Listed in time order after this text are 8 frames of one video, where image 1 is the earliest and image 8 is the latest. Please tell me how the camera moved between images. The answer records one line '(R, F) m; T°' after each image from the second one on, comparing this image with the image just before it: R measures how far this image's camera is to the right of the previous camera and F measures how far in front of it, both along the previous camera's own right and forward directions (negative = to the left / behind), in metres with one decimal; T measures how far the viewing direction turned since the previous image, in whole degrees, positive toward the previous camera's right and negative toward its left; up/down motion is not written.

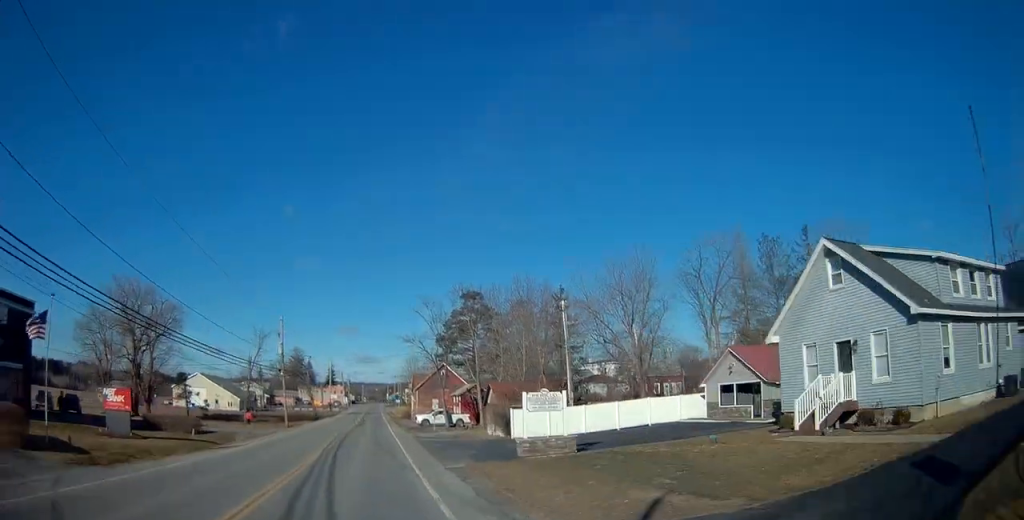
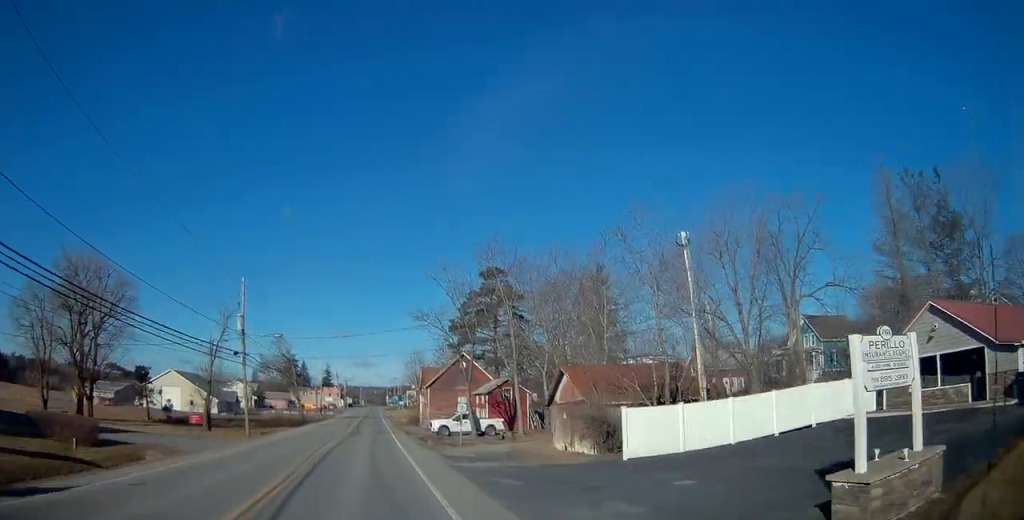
(0.0, +16.7) m; 0°
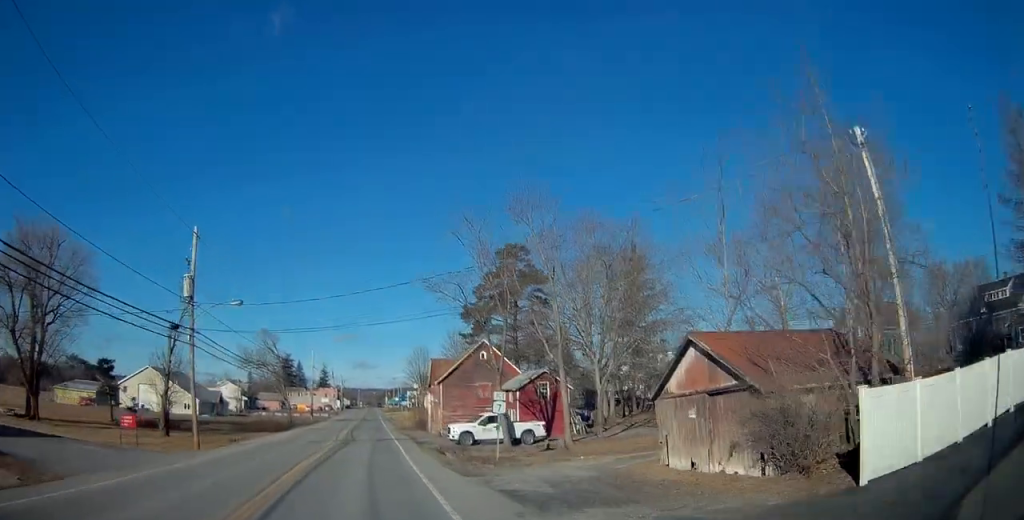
(0.0, +11.3) m; 0°
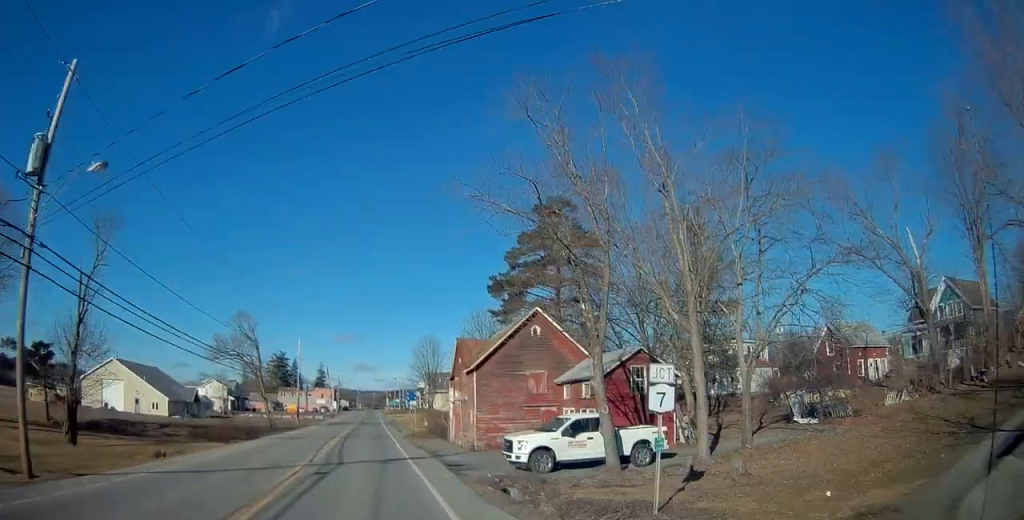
(+0.1, +15.0) m; 0°
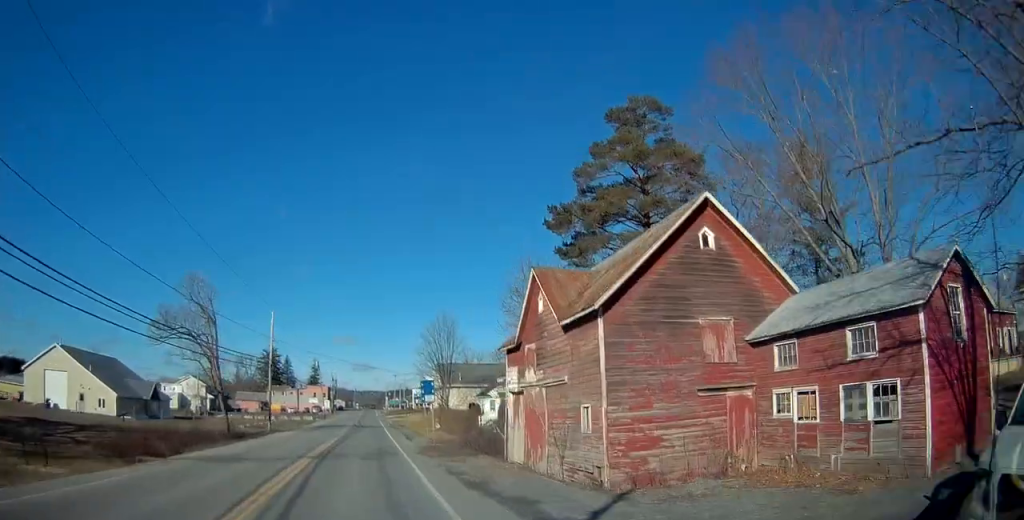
(0.0, +17.5) m; +1°
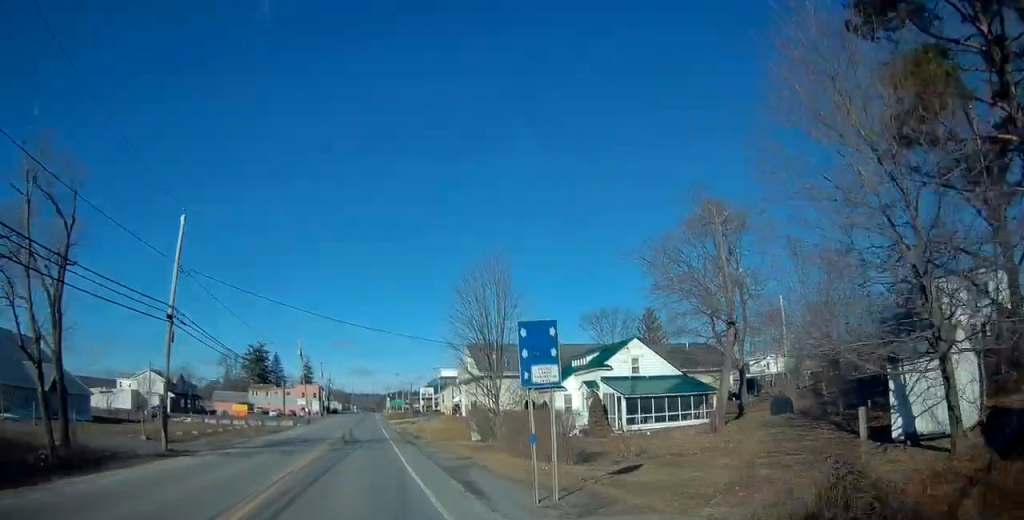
(+0.8, +25.1) m; +1°
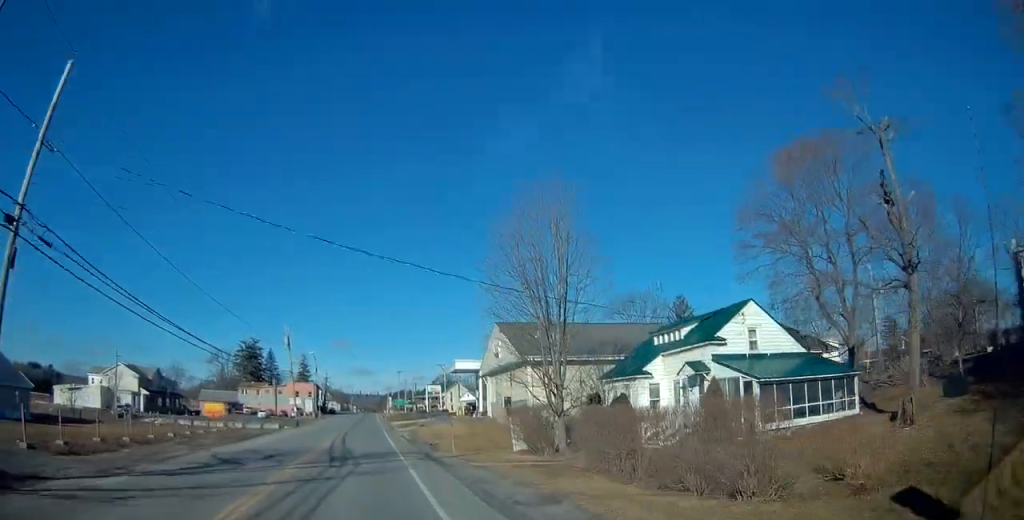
(-0.5, +12.6) m; -2°
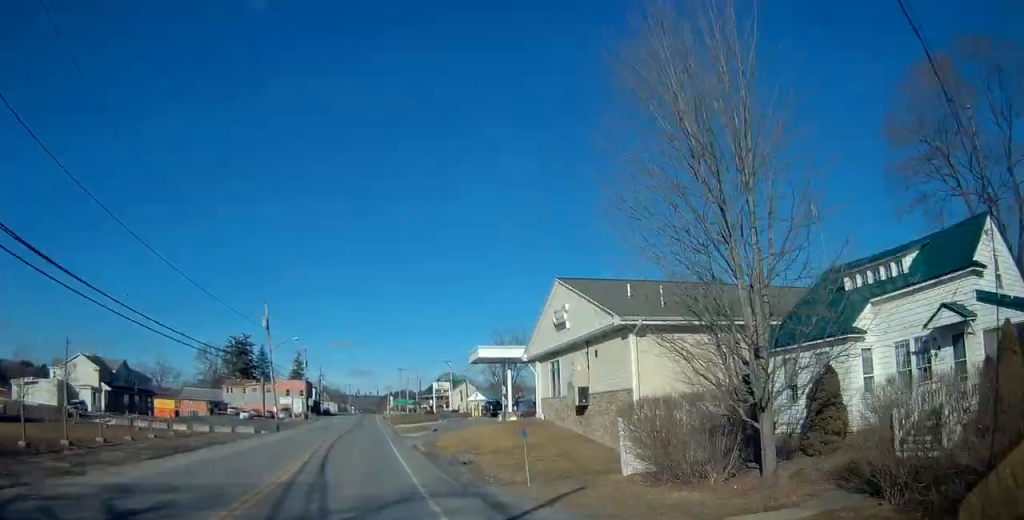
(-0.1, +13.9) m; 0°
